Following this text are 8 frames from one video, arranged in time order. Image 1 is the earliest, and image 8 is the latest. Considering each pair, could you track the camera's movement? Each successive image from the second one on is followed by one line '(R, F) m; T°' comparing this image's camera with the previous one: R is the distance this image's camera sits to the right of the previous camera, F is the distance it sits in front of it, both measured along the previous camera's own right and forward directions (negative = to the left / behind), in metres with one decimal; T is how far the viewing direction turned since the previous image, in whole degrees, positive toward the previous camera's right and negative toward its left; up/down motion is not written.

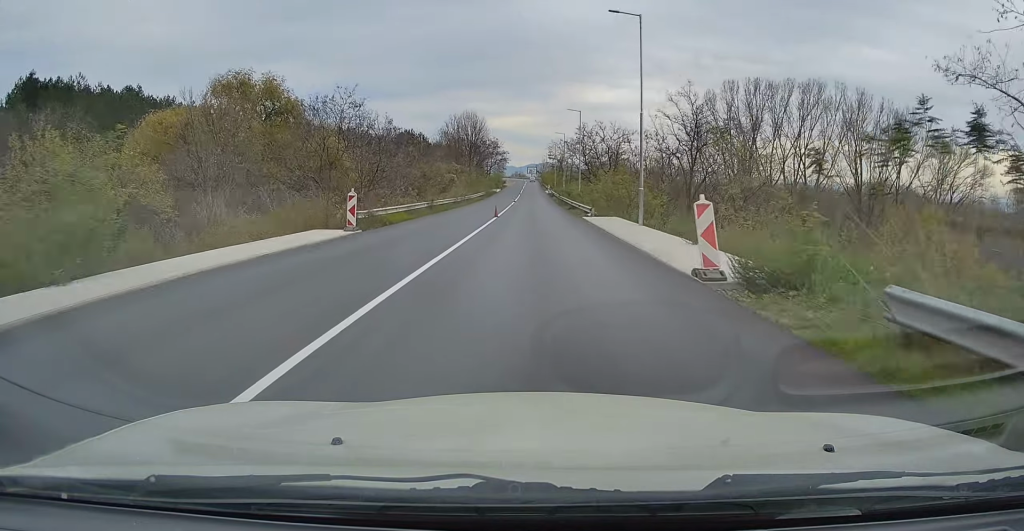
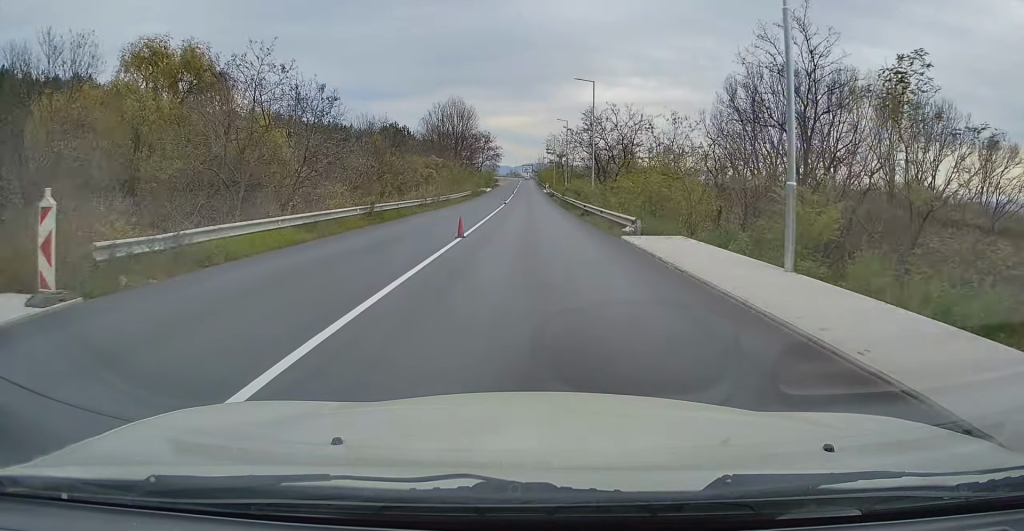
(+0.4, +14.7) m; +1°
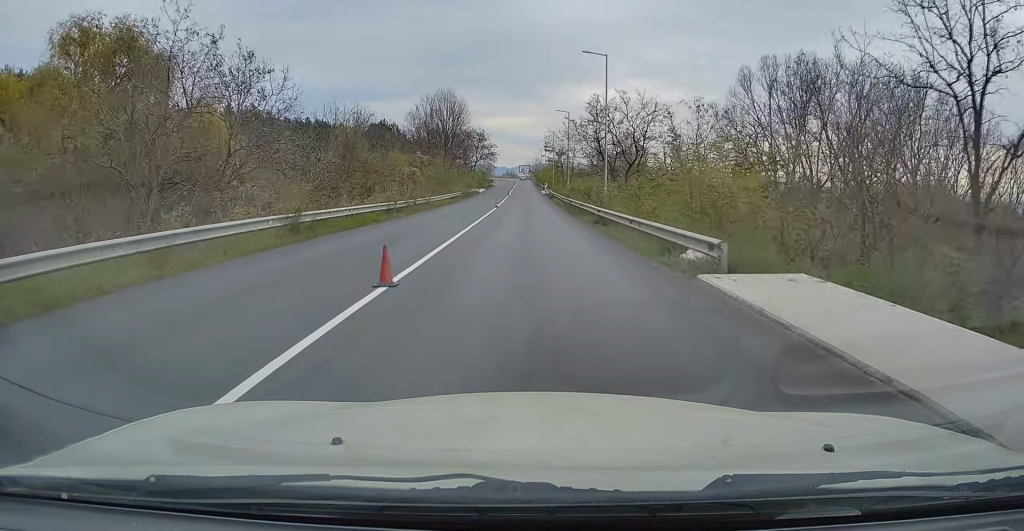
(0.0, +8.3) m; 0°
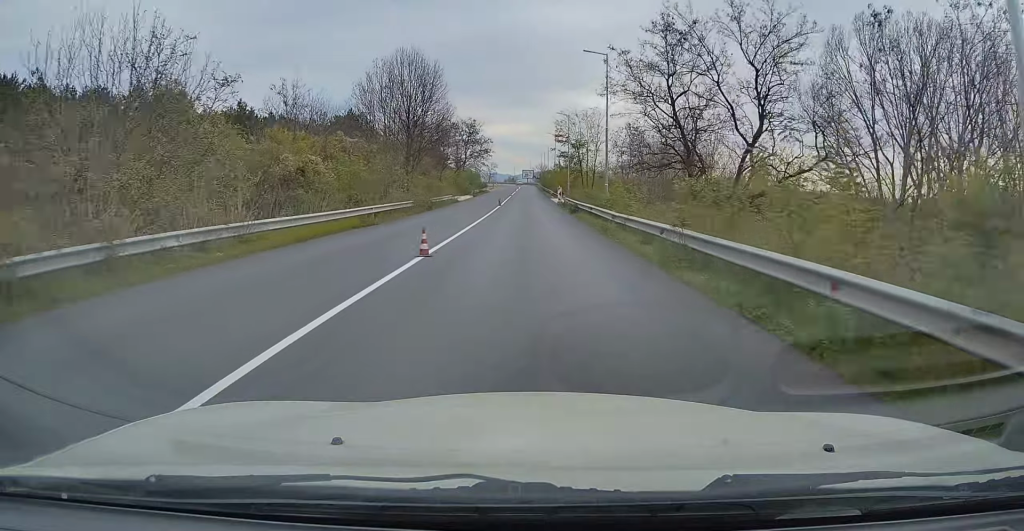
(-0.3, +28.4) m; -1°
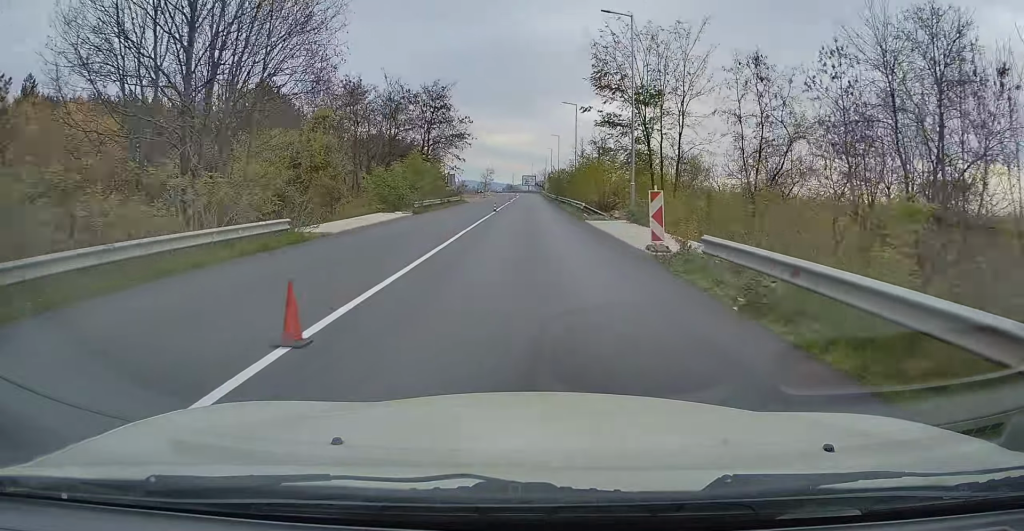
(+0.3, +38.5) m; +1°
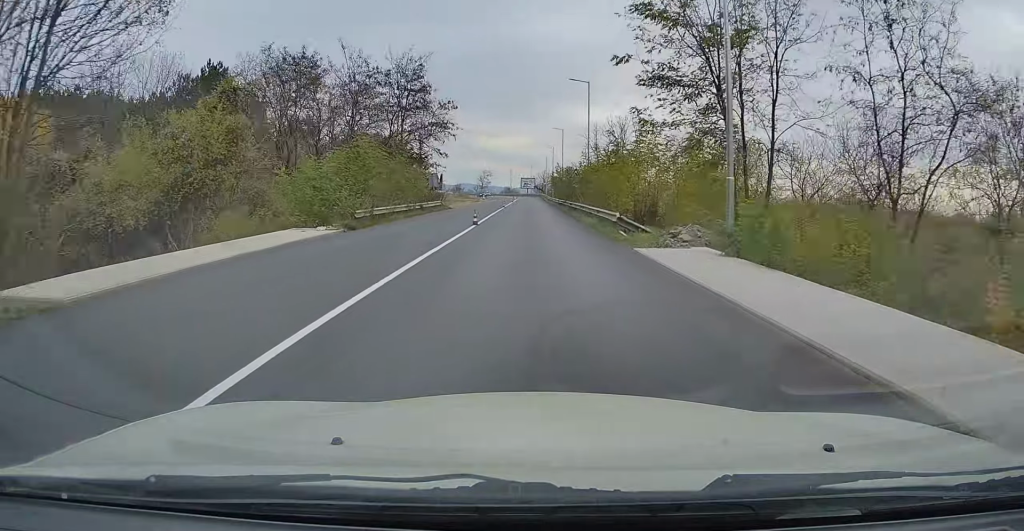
(-0.1, +12.5) m; 0°
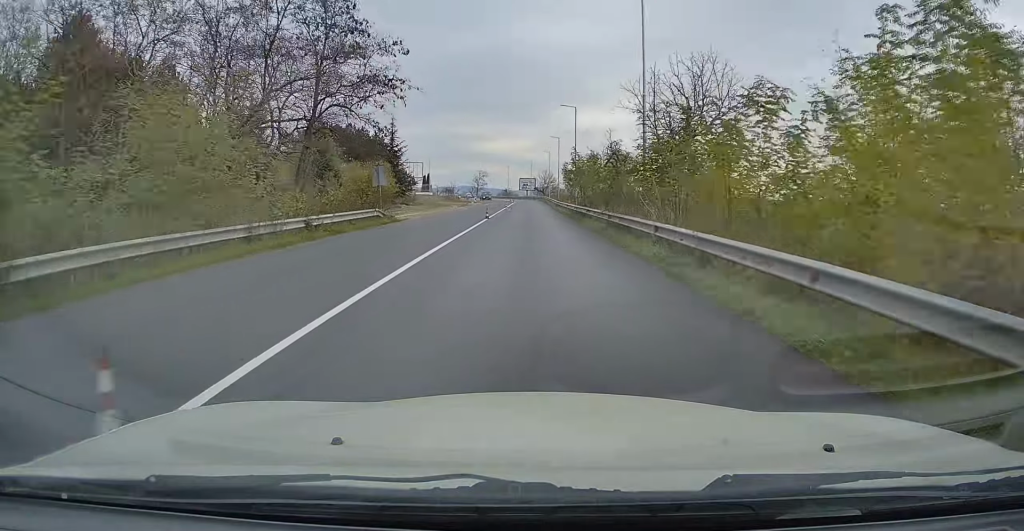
(-0.3, +20.4) m; 0°
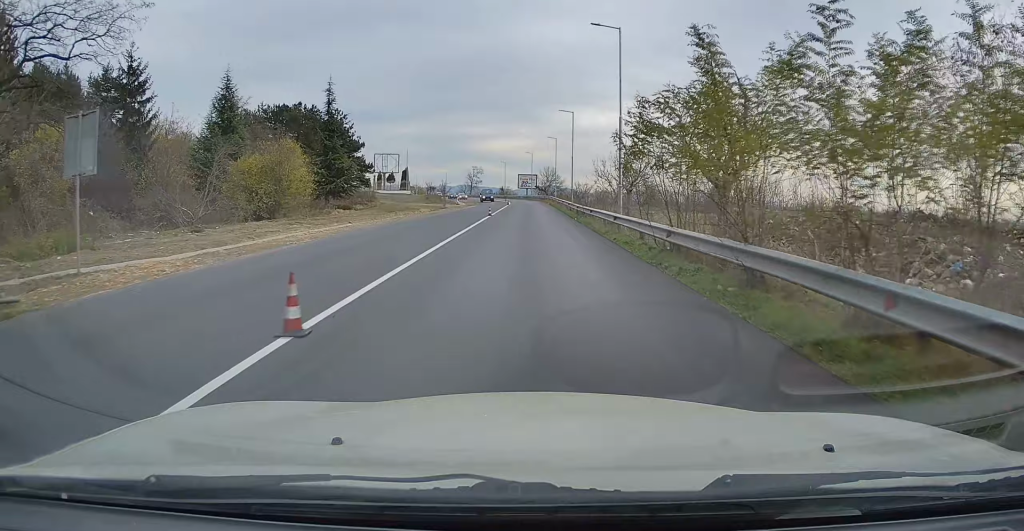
(+0.4, +25.6) m; +1°
